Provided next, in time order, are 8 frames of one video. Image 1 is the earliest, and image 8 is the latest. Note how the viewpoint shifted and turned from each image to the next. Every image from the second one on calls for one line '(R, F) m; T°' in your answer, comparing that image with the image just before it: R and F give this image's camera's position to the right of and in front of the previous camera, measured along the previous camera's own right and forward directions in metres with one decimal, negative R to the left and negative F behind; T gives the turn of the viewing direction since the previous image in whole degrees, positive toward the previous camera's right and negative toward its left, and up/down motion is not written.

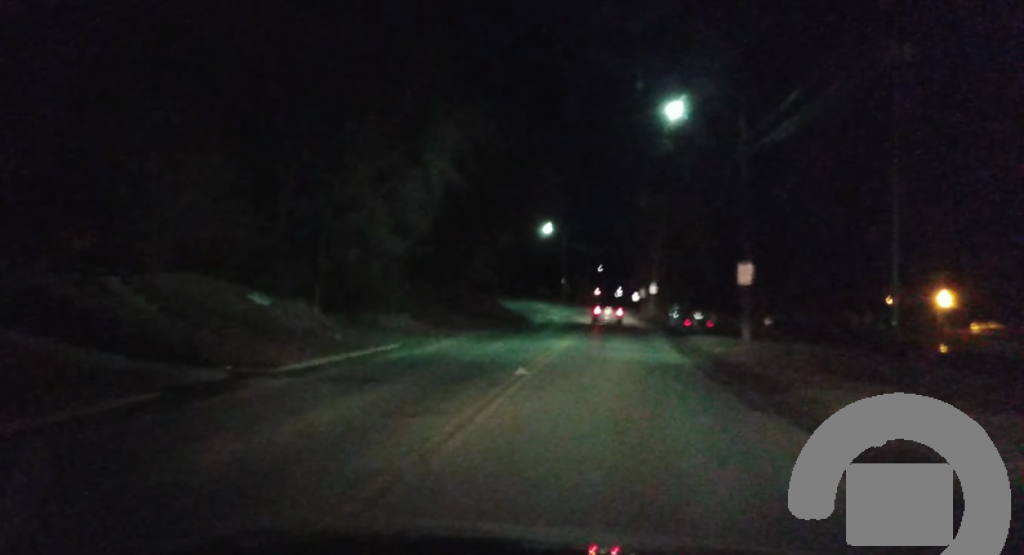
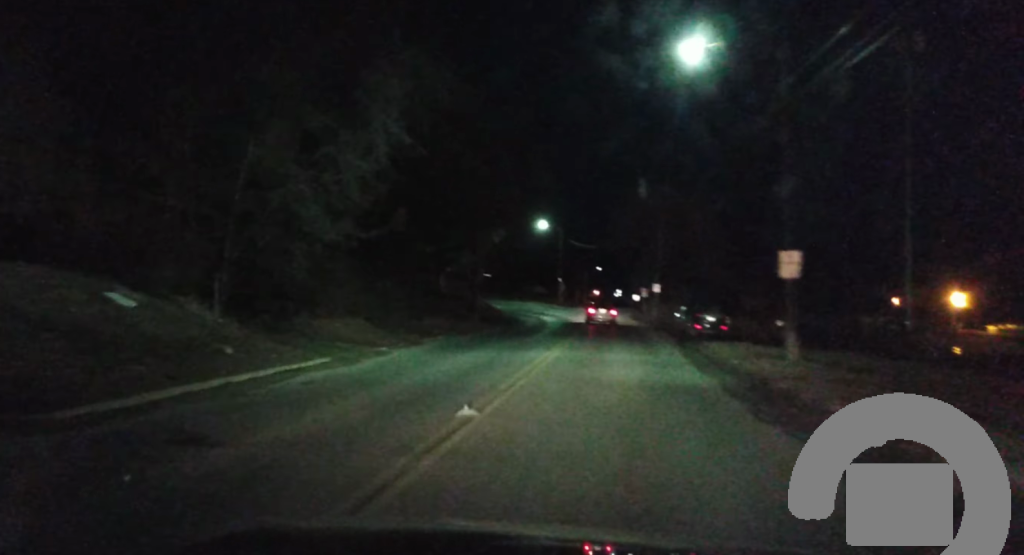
(-0.2, +8.4) m; 0°
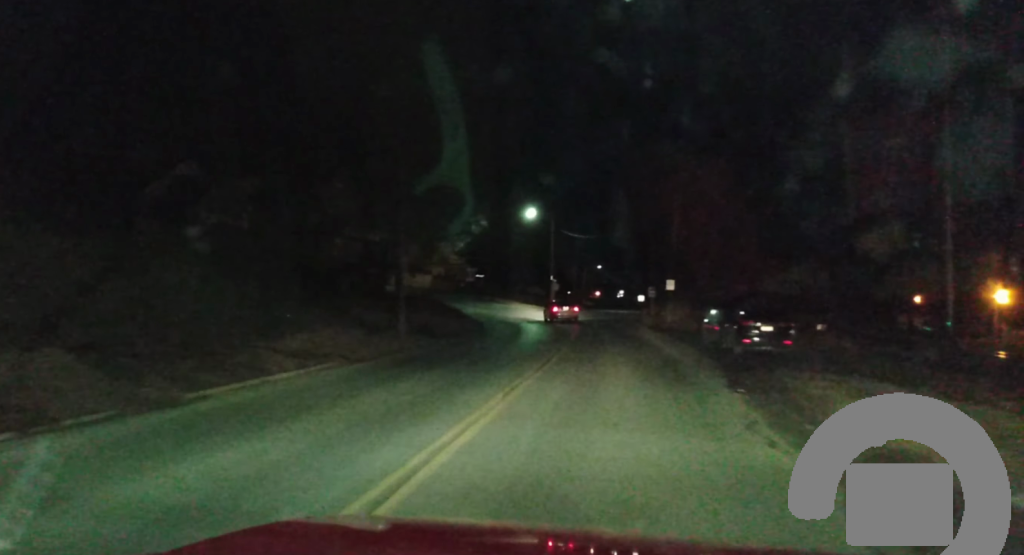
(+0.2, +19.8) m; +1°
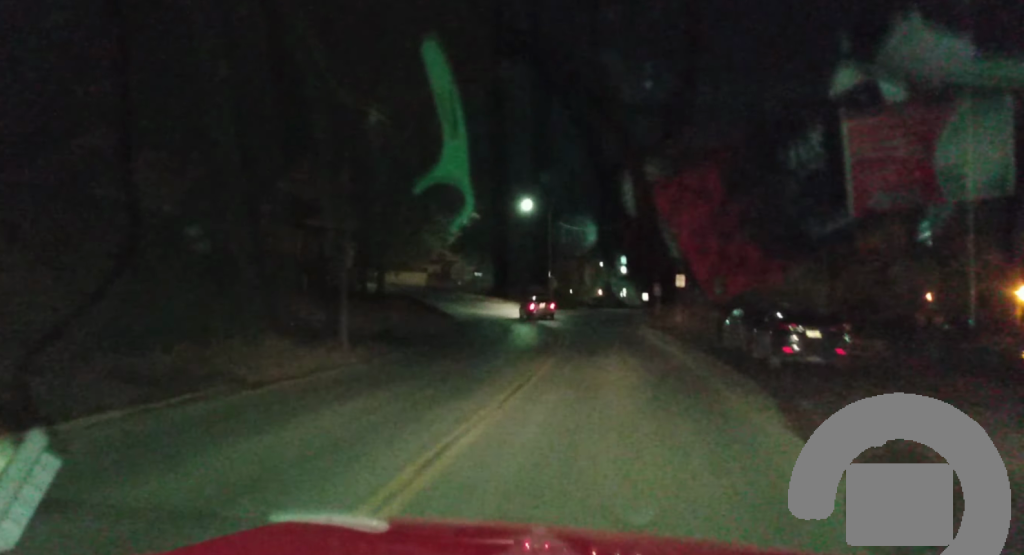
(0.0, +7.7) m; 0°
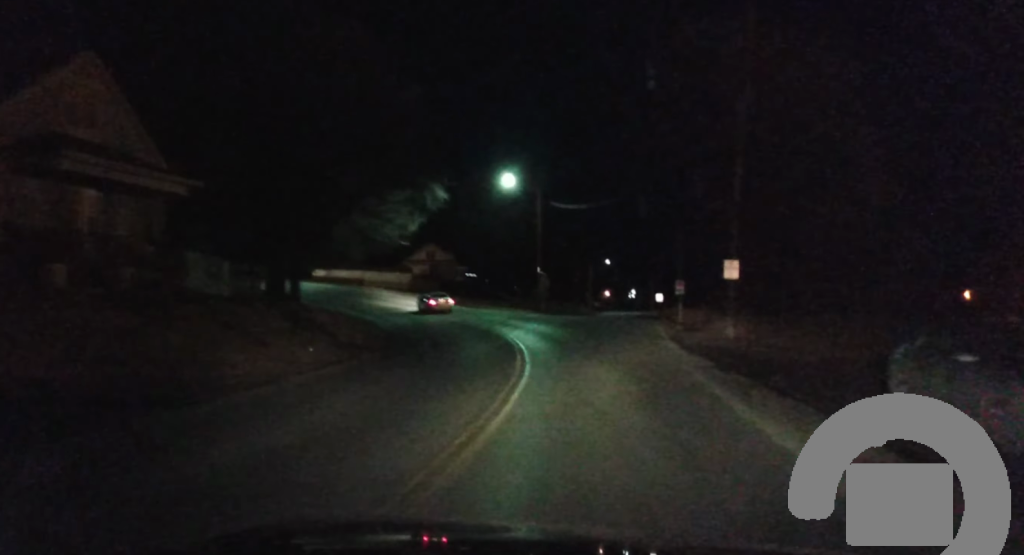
(-0.3, +20.9) m; -3°
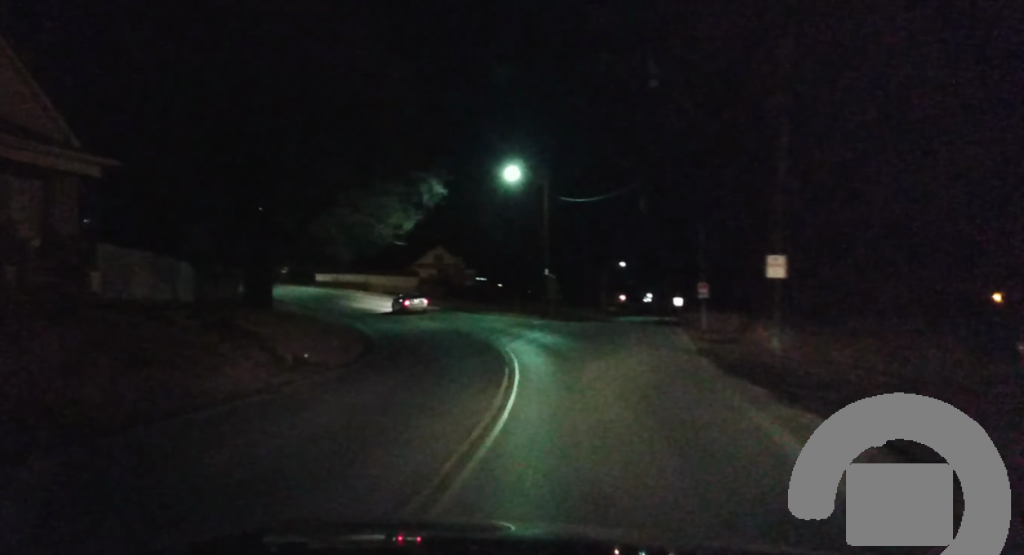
(-0.1, +6.6) m; -1°
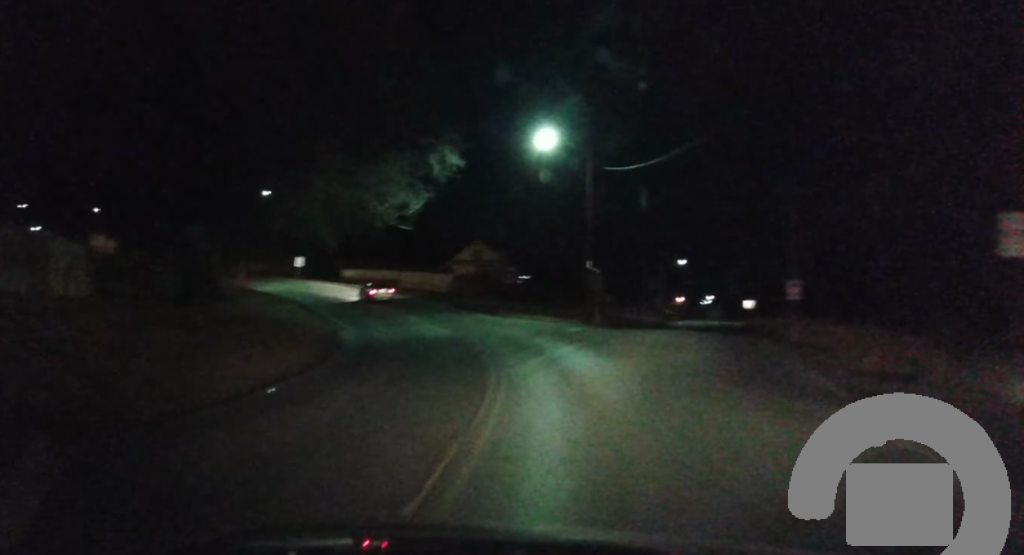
(-0.2, +12.4) m; -2°
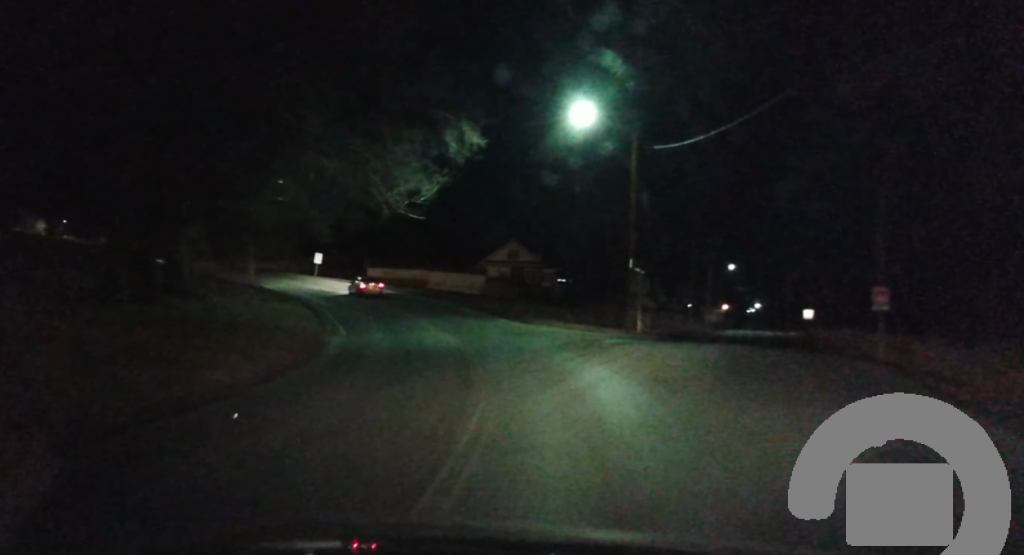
(-0.1, +7.7) m; -2°
